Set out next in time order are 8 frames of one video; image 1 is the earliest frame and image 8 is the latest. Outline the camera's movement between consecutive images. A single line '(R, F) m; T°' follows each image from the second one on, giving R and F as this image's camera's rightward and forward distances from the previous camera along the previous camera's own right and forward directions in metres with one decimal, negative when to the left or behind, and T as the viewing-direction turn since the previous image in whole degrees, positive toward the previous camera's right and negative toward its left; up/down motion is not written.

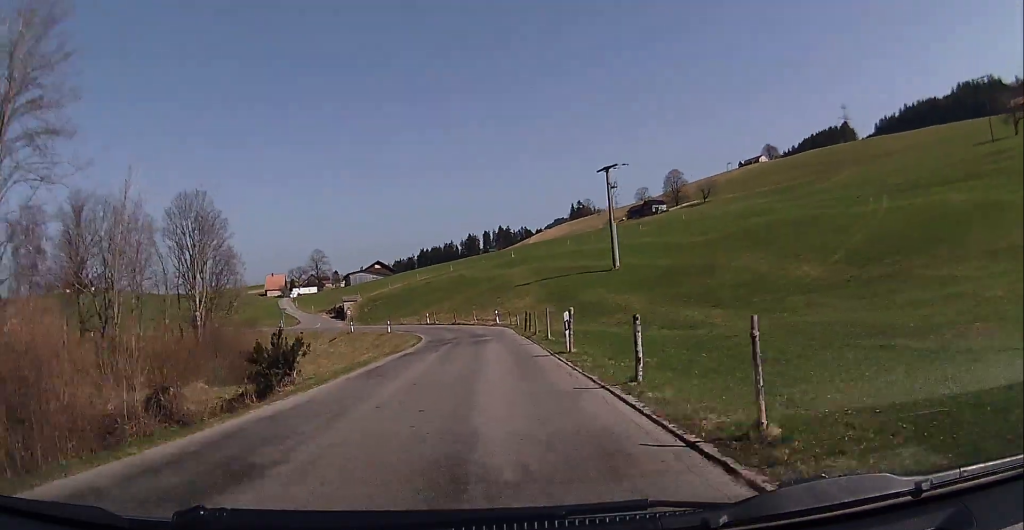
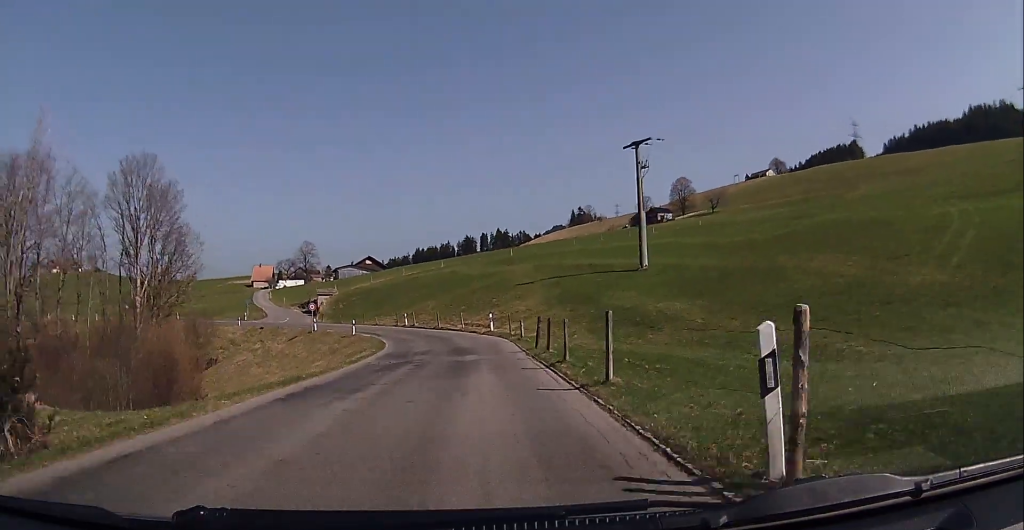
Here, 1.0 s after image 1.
(-0.3, +13.3) m; -1°
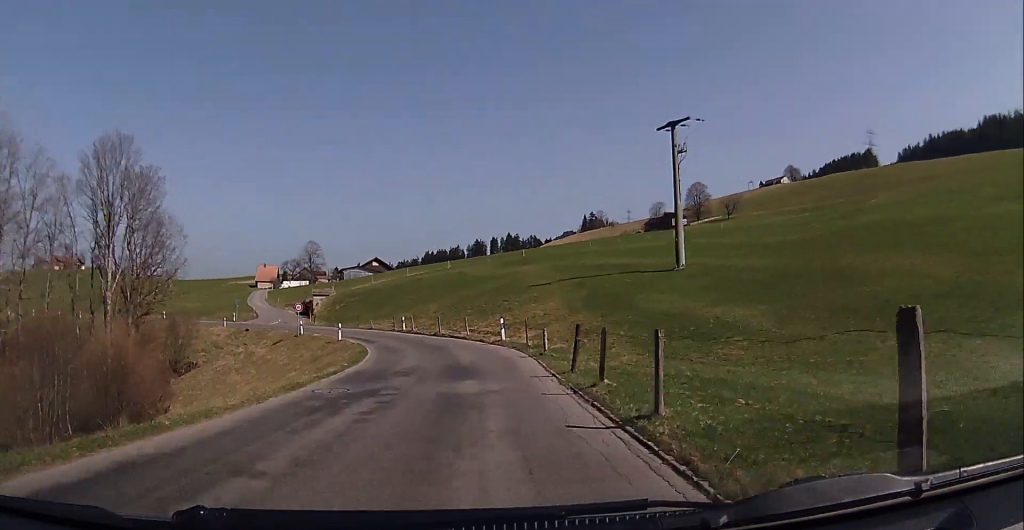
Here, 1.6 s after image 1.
(-0.3, +7.5) m; 0°
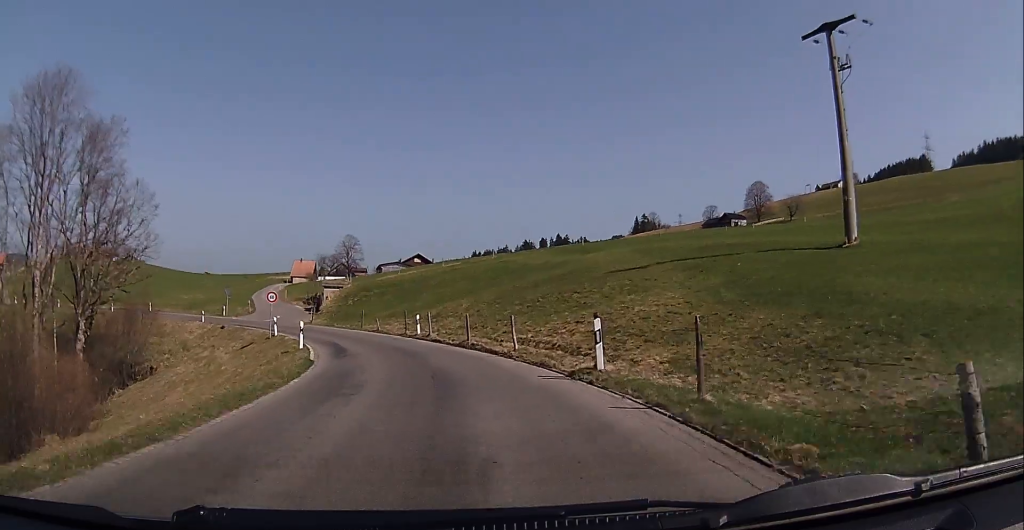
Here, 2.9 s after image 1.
(+0.2, +16.9) m; -3°
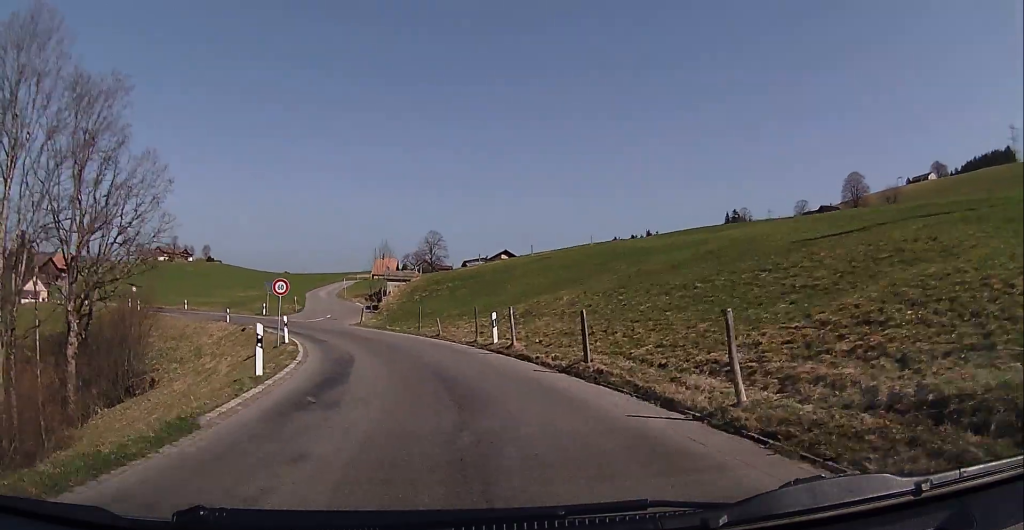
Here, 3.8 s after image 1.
(-0.6, +12.3) m; -5°
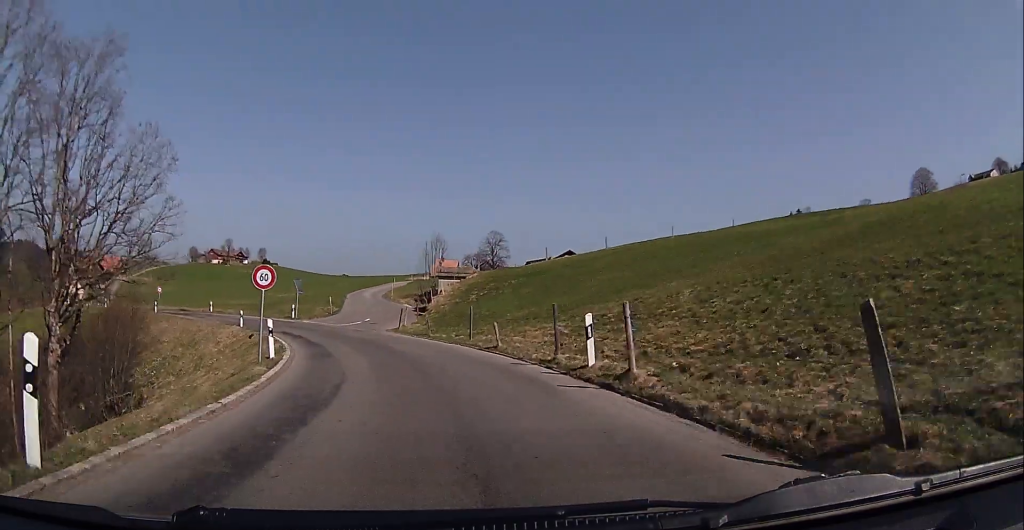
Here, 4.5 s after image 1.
(+0.1, +8.4) m; -3°
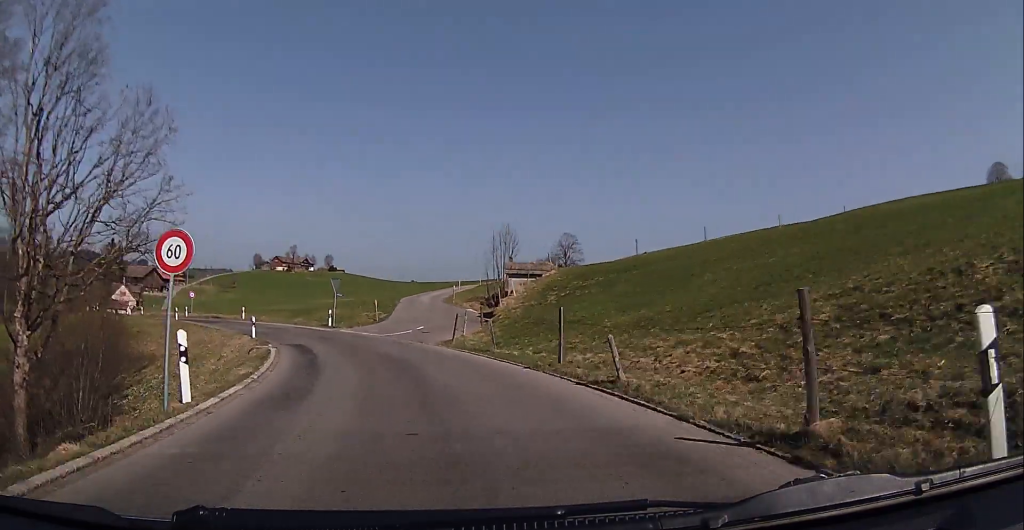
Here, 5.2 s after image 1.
(-0.5, +8.5) m; -6°
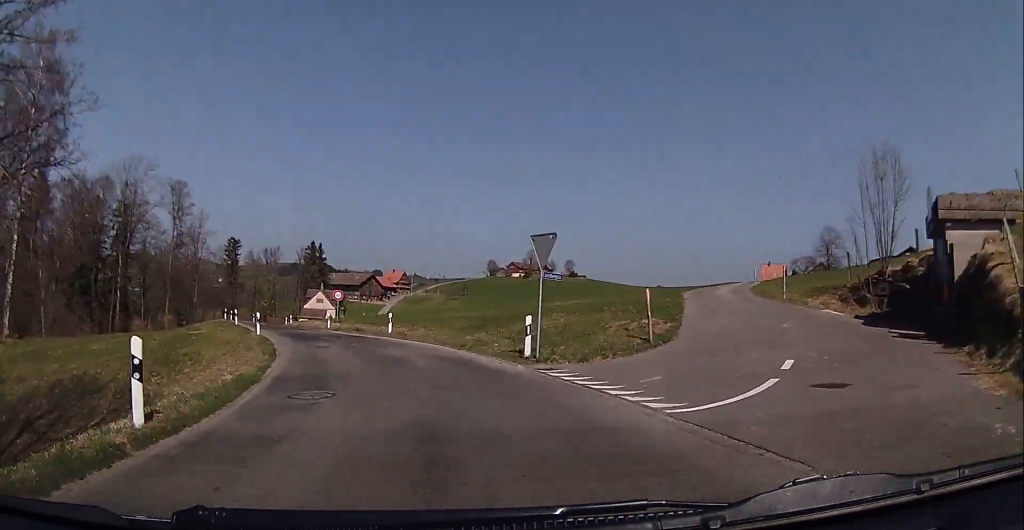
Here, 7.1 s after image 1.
(-2.7, +22.8) m; -13°
